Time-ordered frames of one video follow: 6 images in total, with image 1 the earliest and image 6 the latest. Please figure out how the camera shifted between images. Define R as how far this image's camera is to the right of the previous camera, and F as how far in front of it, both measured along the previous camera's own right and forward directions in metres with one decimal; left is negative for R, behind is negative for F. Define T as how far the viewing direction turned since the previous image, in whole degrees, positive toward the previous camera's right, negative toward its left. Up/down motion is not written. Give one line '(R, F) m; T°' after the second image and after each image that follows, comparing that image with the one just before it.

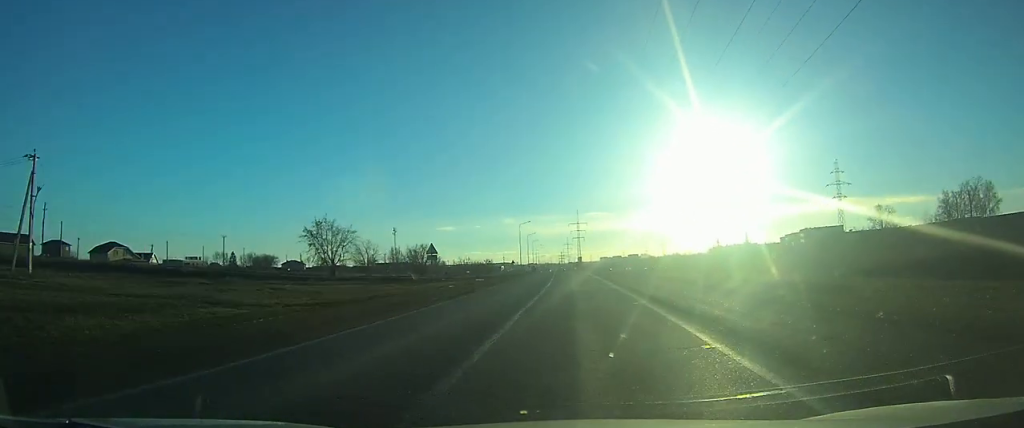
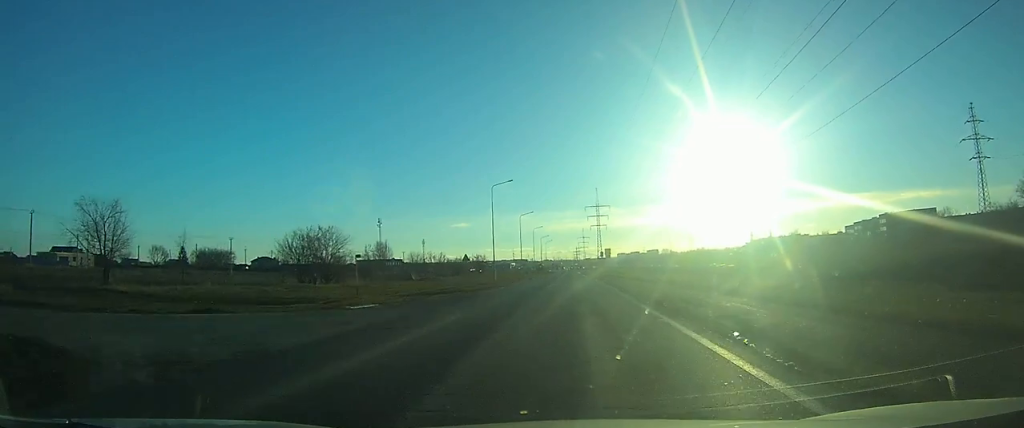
(-0.6, +67.0) m; -1°
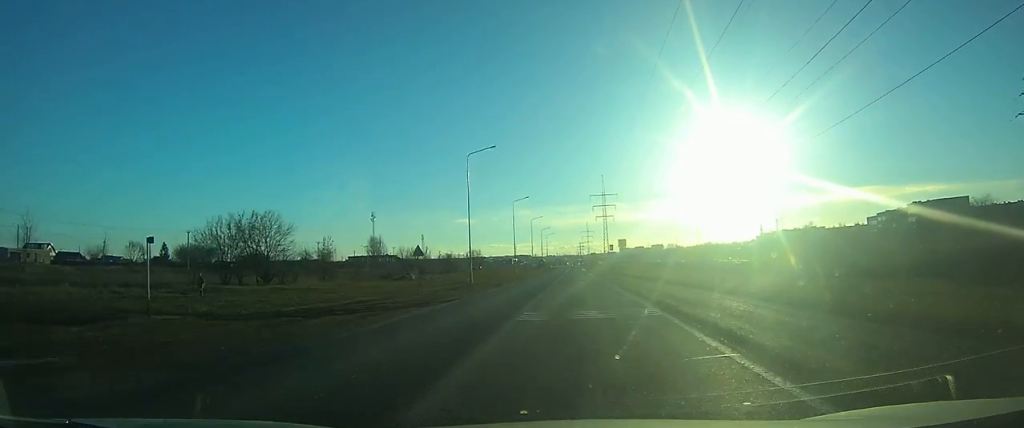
(0.0, +19.1) m; 0°
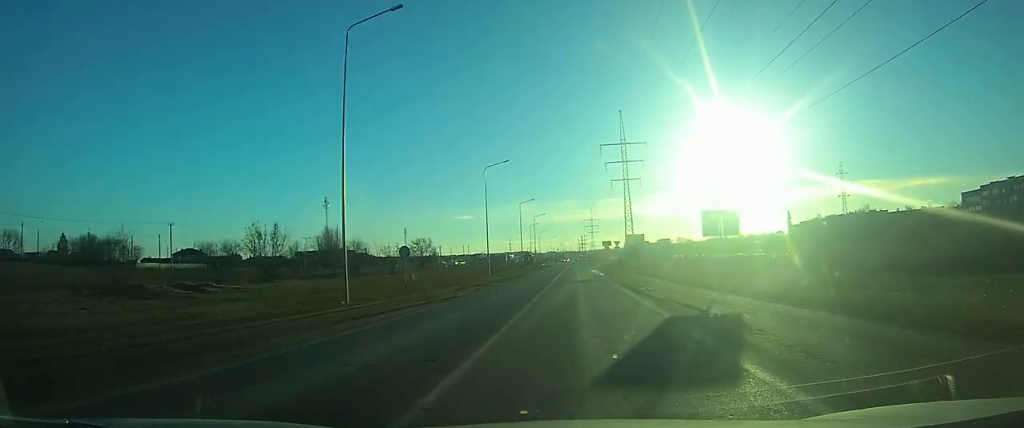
(-0.6, +65.4) m; -1°
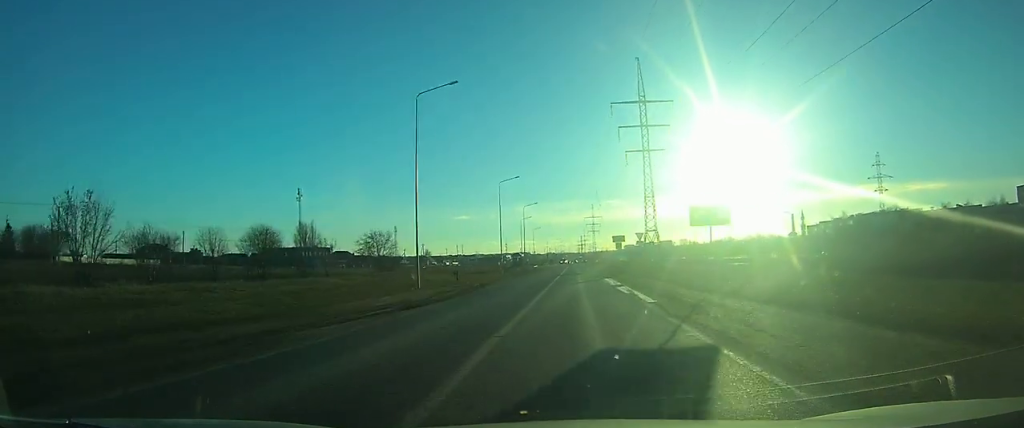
(0.0, +24.9) m; 0°
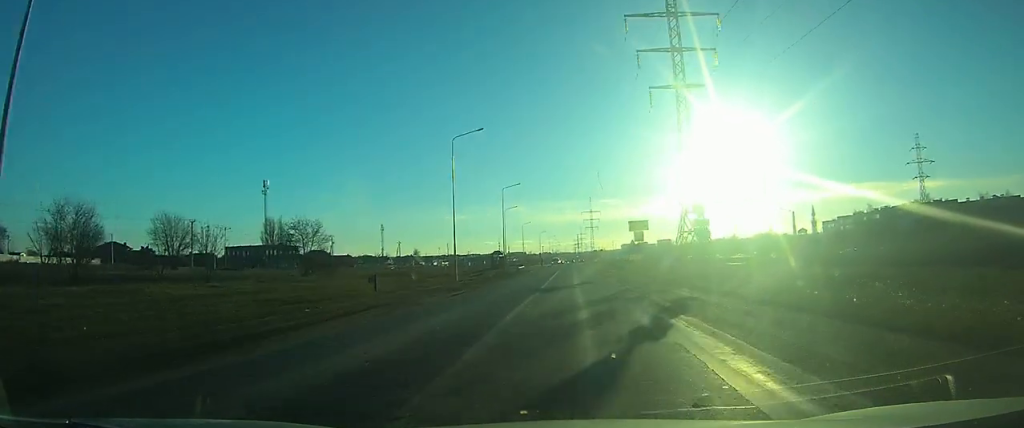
(-0.1, +24.9) m; 0°
